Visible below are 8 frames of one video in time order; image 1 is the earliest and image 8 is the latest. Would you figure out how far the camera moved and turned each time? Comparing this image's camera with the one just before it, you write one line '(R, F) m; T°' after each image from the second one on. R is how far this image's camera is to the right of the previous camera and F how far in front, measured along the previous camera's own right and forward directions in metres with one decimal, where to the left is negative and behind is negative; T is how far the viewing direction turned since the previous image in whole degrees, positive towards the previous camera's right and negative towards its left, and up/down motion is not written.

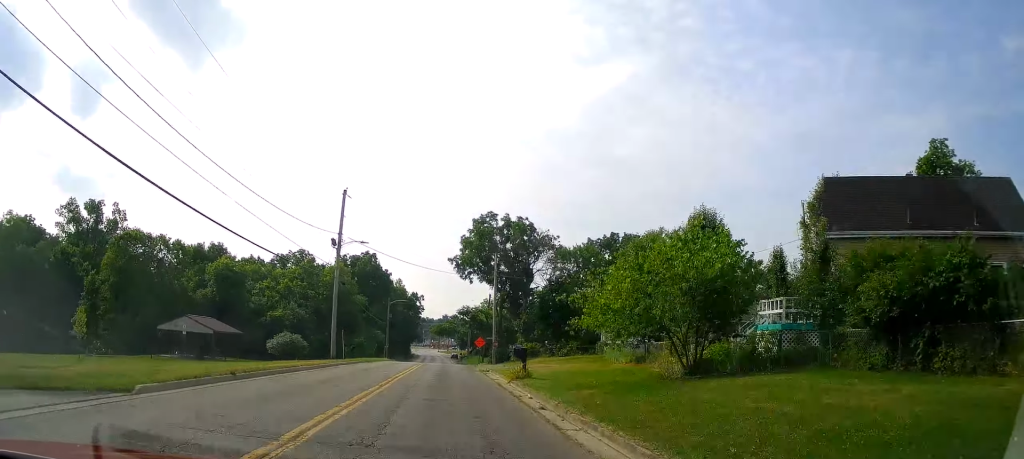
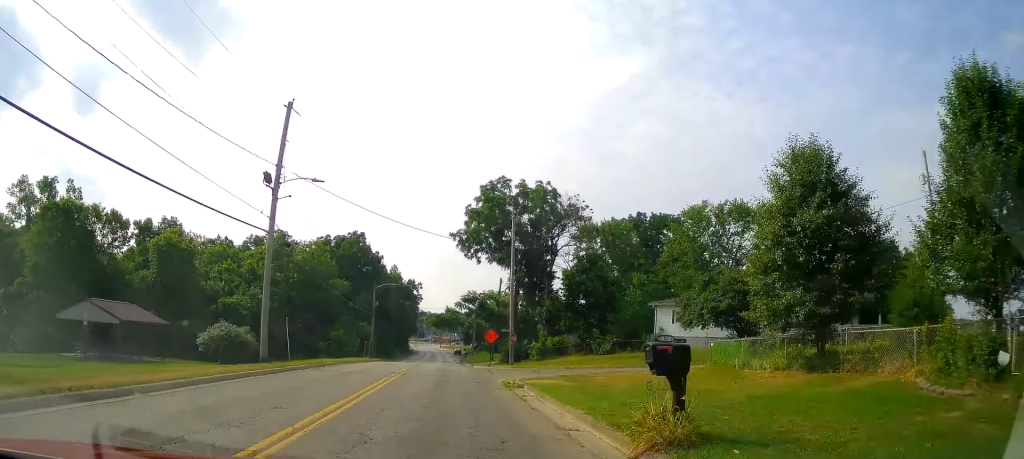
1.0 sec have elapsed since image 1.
(+0.1, +16.0) m; 0°
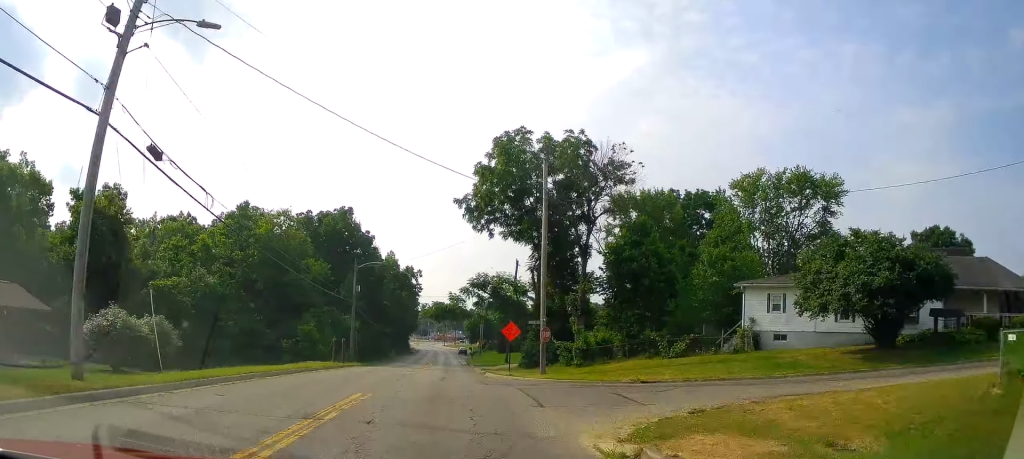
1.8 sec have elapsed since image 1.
(0.0, +14.3) m; -1°
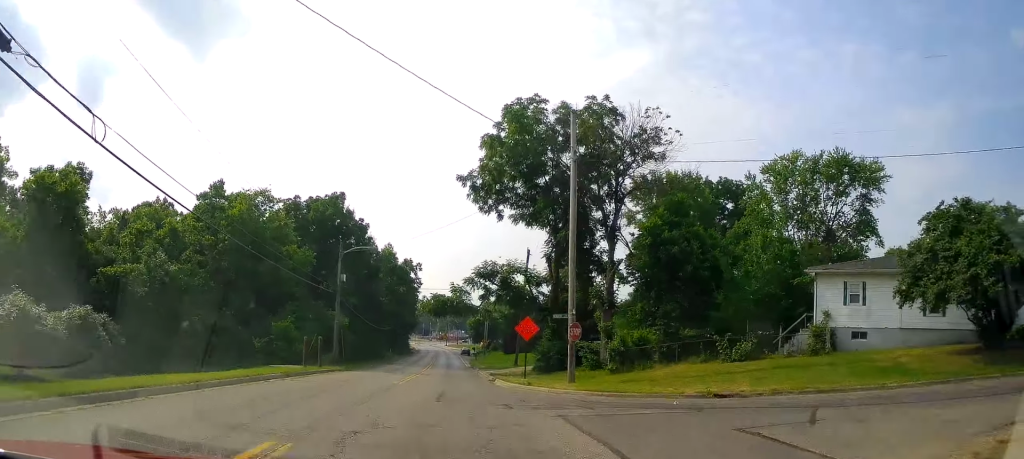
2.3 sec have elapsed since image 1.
(-0.1, +7.1) m; 0°
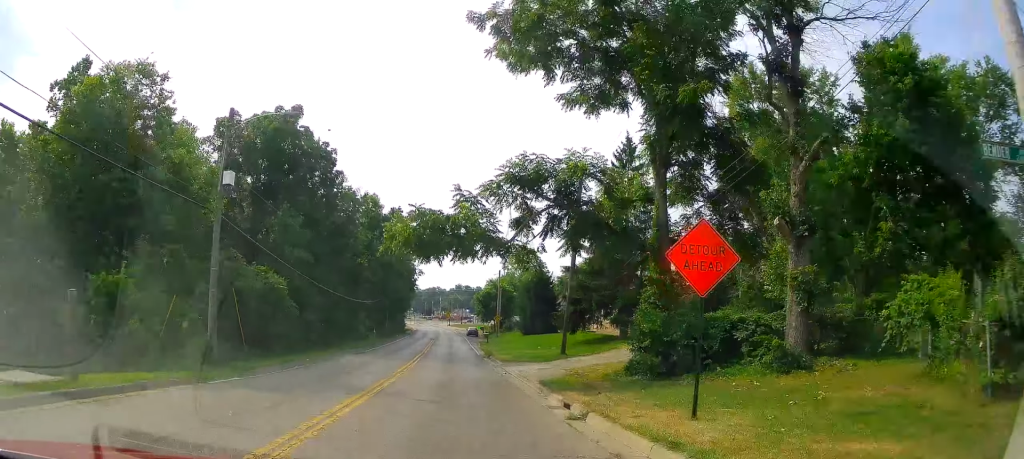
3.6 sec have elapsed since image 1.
(-0.2, +21.0) m; 0°
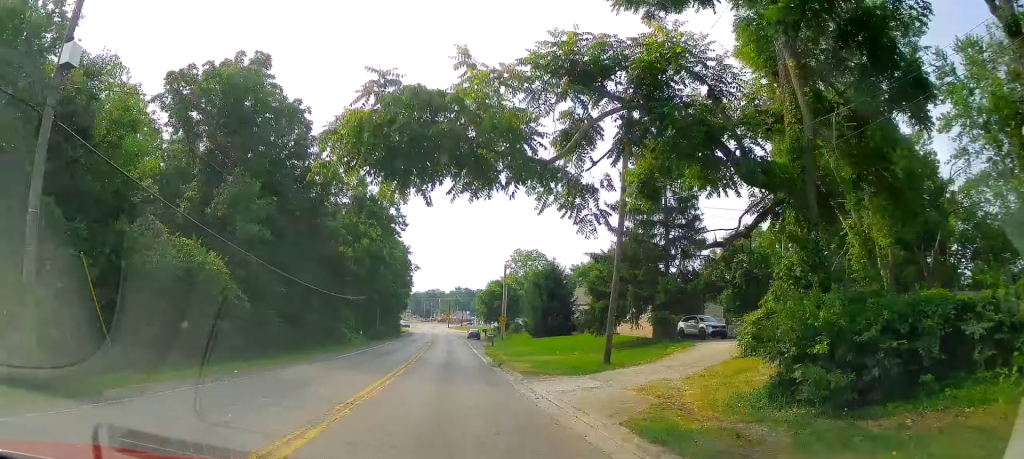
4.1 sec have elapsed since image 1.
(+0.1, +9.0) m; -1°
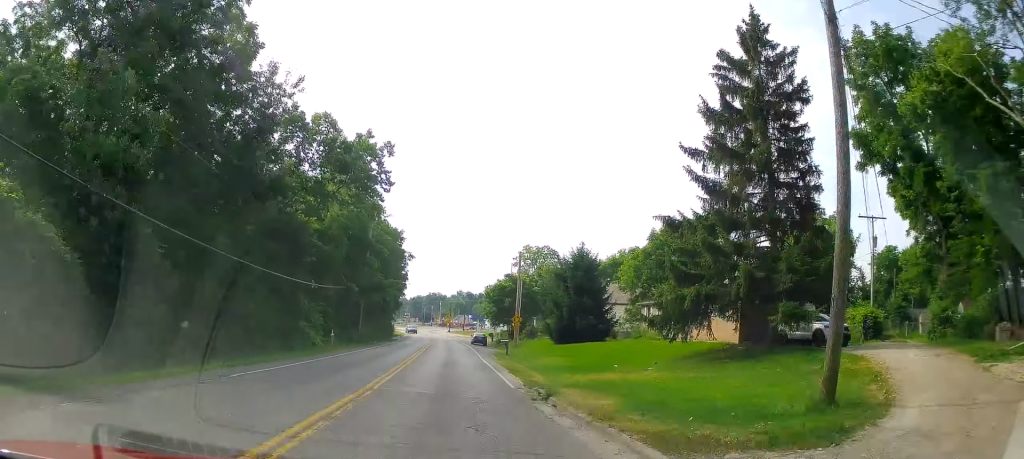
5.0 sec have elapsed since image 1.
(-0.2, +13.4) m; -3°
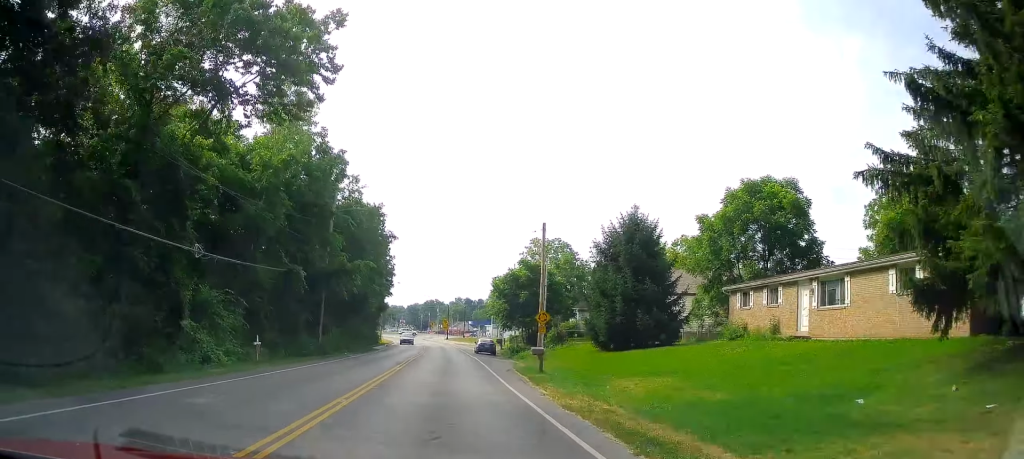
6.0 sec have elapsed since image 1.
(-0.5, +15.1) m; 0°
